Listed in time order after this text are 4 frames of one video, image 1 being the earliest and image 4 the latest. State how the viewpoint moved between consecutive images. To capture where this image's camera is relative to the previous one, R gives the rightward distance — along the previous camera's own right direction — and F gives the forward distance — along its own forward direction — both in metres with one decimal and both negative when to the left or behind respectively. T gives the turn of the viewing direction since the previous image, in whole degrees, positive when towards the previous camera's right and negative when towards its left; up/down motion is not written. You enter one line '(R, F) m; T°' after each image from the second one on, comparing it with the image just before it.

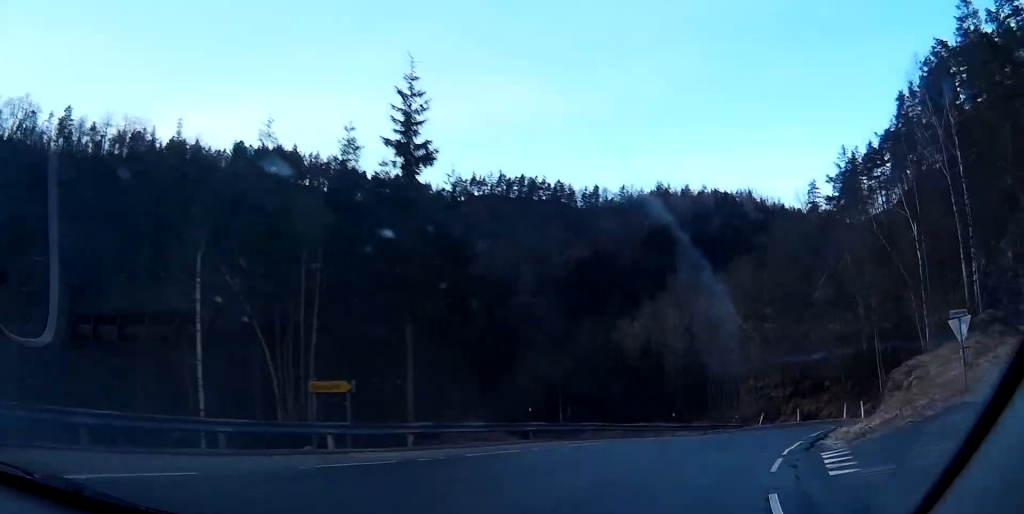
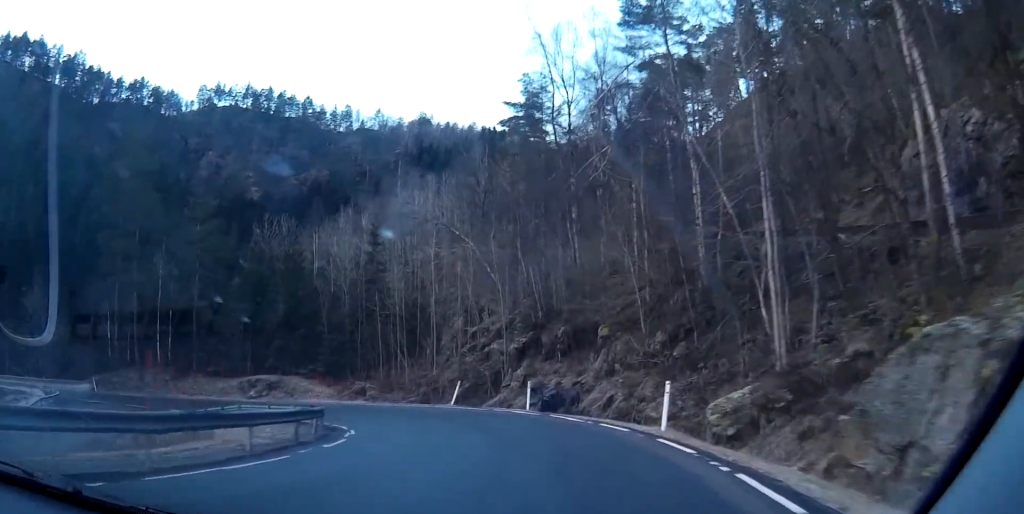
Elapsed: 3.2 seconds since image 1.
(+9.1, +39.2) m; +8°
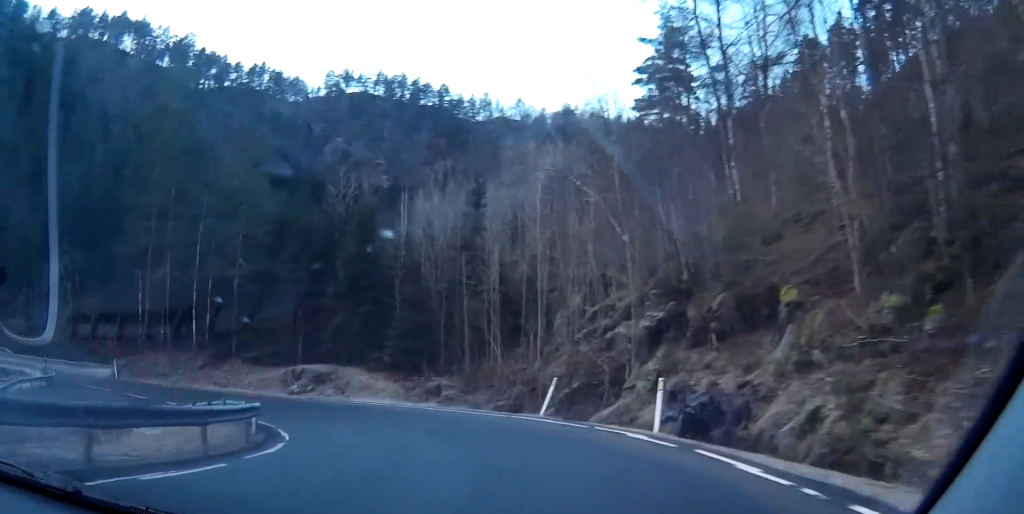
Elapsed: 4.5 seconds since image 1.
(-1.9, +14.9) m; -18°
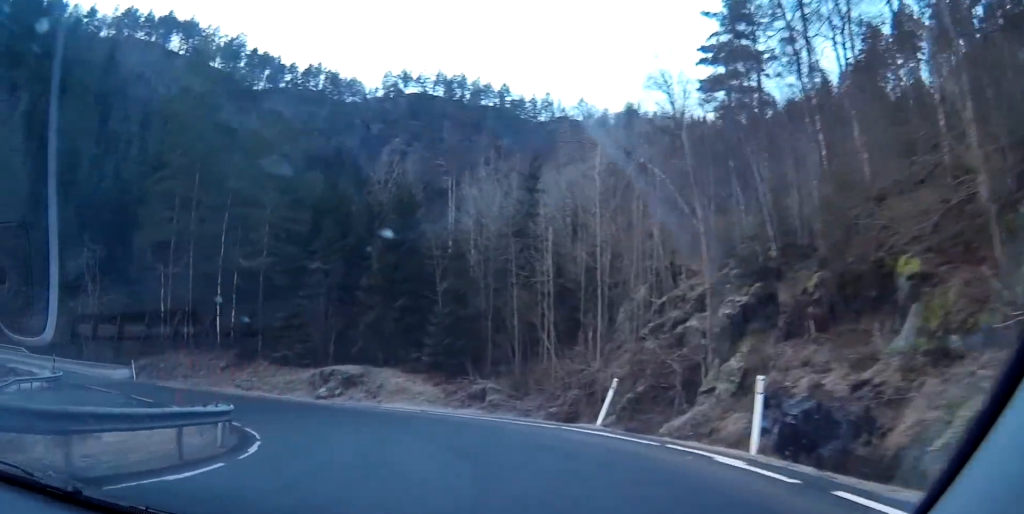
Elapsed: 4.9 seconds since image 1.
(-0.4, +5.3) m; -7°
